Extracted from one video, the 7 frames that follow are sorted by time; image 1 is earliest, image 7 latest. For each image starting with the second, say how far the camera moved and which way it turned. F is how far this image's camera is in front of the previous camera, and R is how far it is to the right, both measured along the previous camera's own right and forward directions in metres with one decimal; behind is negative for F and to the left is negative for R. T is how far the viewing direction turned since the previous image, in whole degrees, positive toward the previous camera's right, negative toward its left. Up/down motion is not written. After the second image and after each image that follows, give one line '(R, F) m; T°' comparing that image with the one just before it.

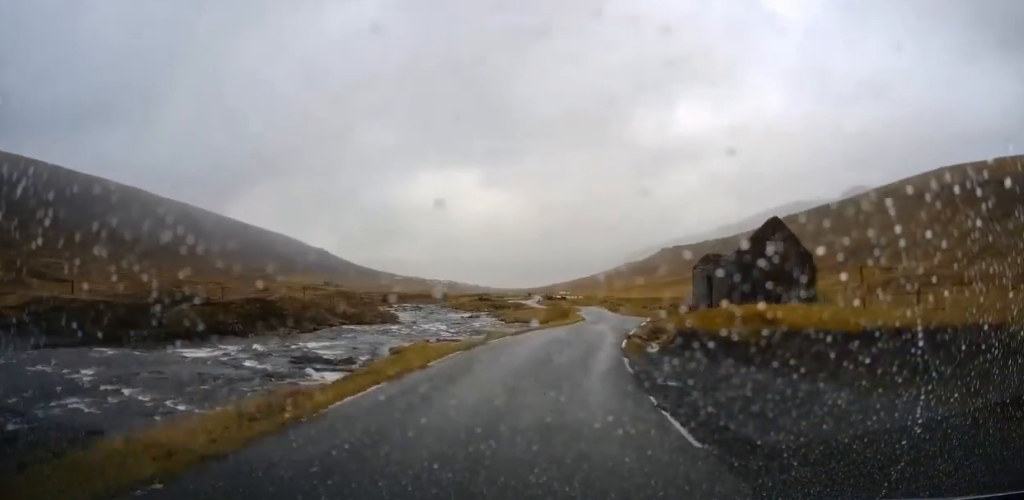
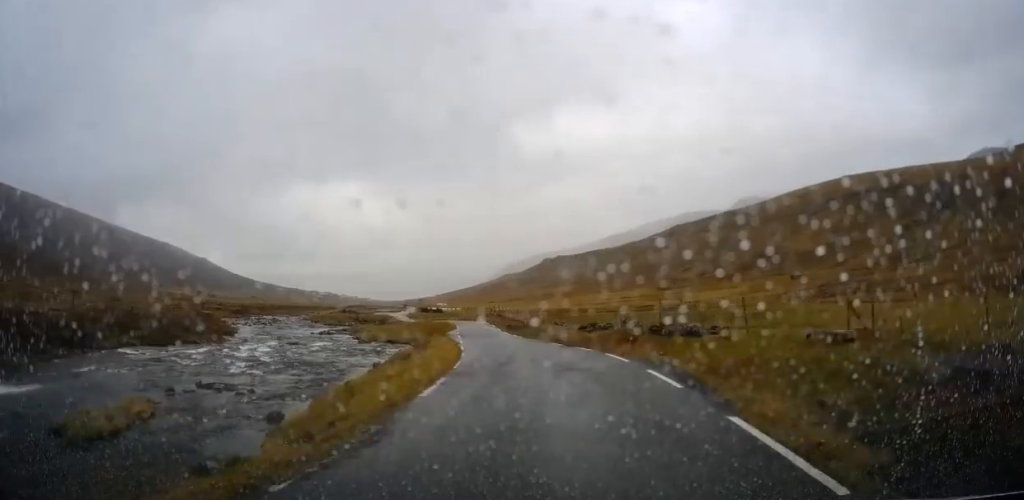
(+2.5, +23.8) m; +9°
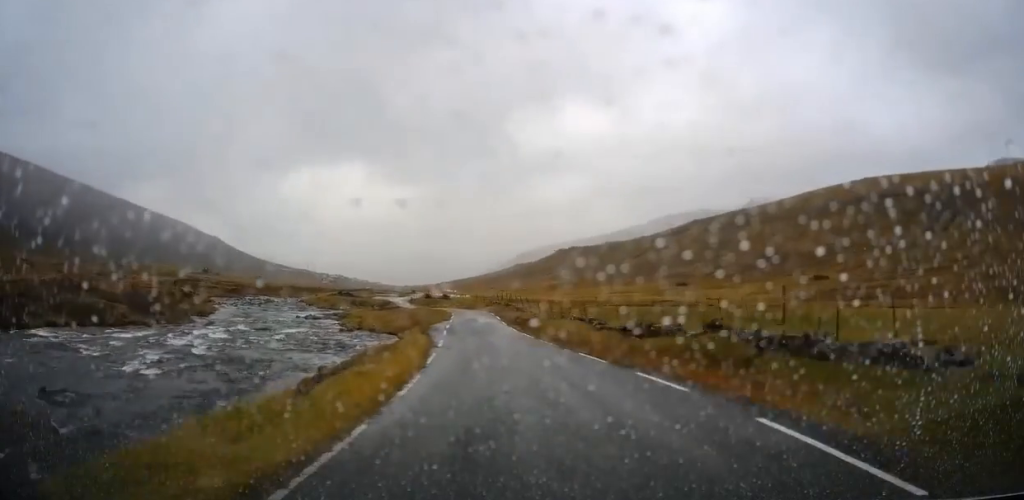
(+0.6, +11.5) m; +1°
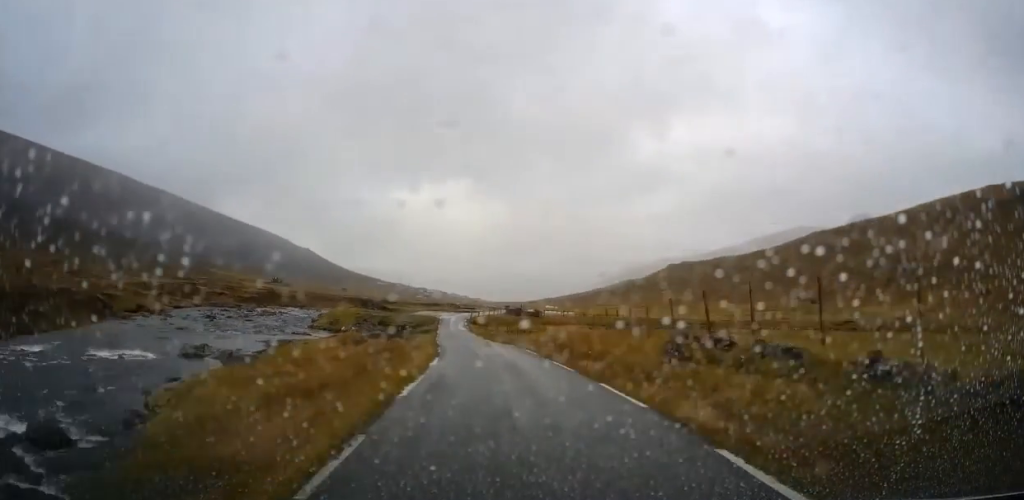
(-0.9, +51.1) m; -6°
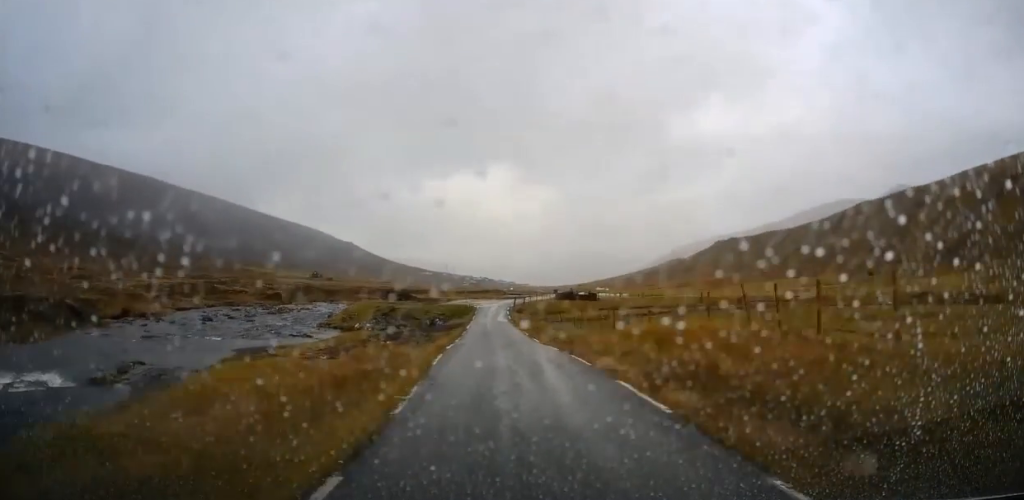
(0.0, +12.4) m; -3°
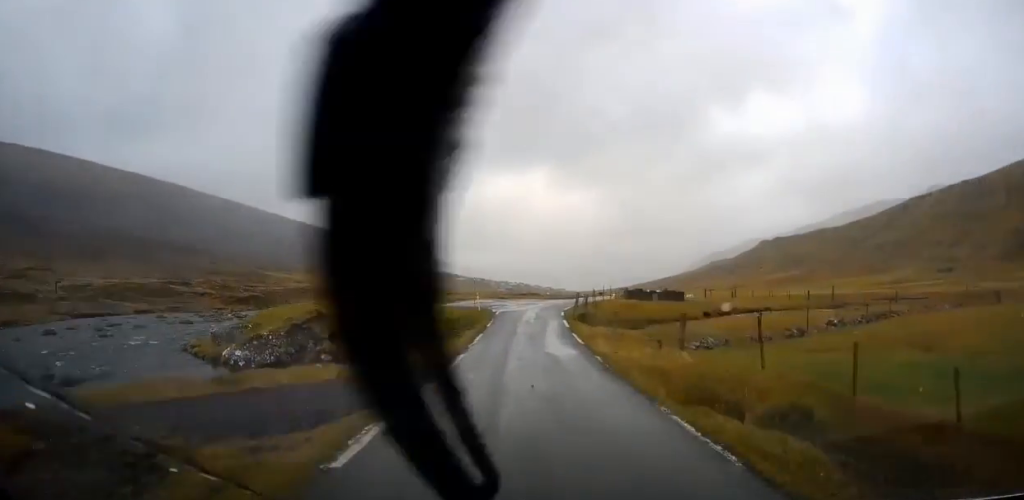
(-1.7, +27.9) m; -5°
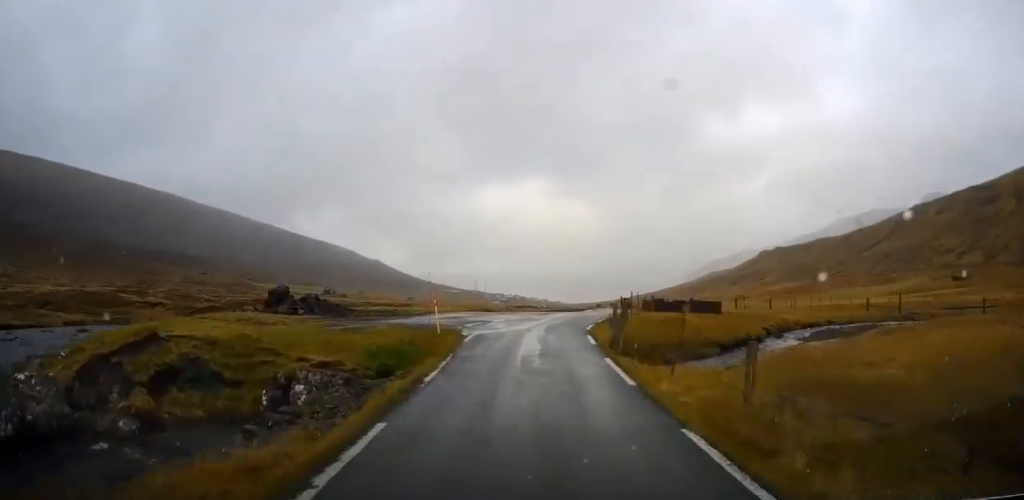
(-0.2, +11.8) m; -1°
